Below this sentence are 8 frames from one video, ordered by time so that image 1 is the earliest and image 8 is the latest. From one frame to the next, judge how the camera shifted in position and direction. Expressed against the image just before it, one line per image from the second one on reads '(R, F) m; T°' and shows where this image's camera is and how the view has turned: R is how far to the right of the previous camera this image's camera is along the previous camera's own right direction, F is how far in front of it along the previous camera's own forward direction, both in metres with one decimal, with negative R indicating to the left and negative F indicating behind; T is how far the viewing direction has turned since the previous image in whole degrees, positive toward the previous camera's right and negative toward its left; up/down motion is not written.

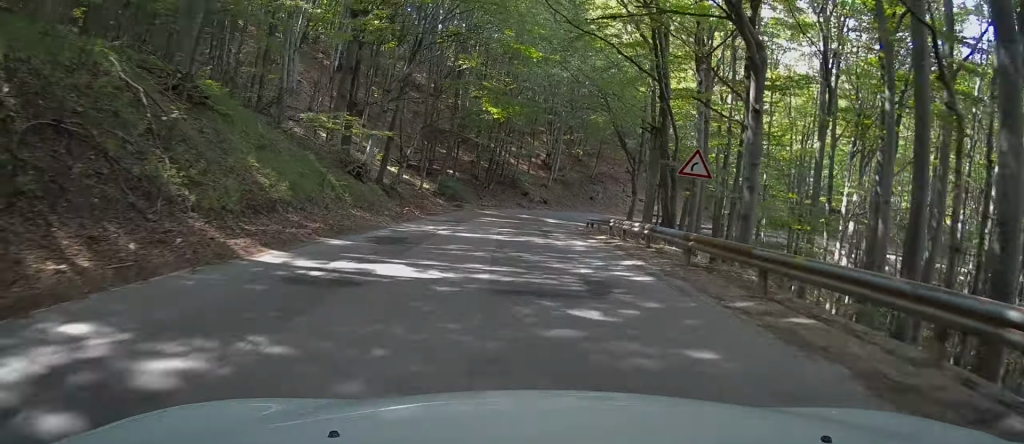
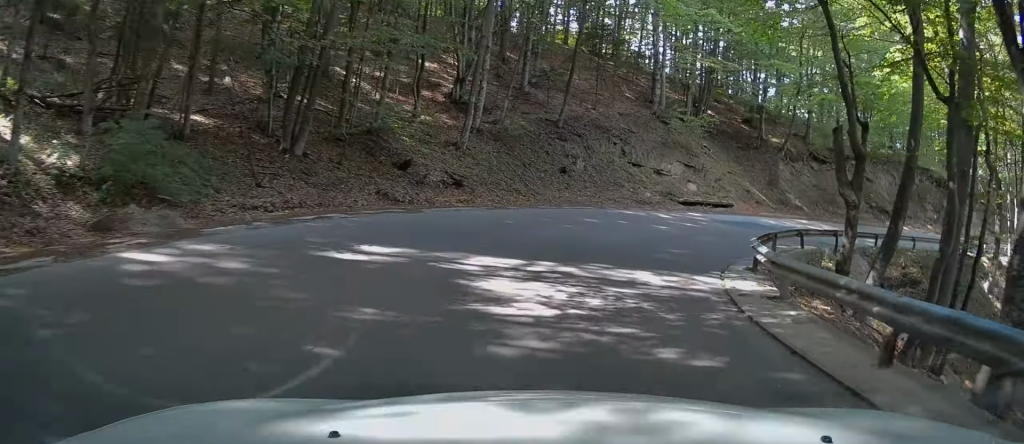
(+1.6, +36.6) m; +10°
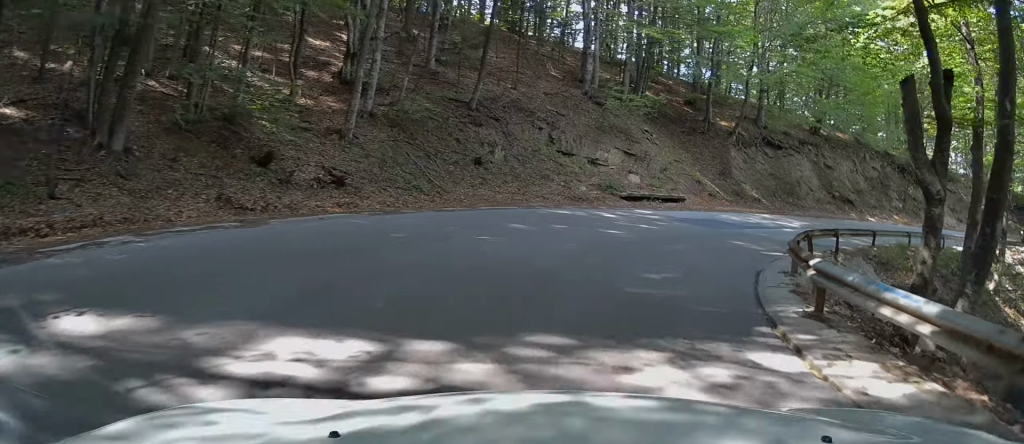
(0.0, +5.7) m; +6°
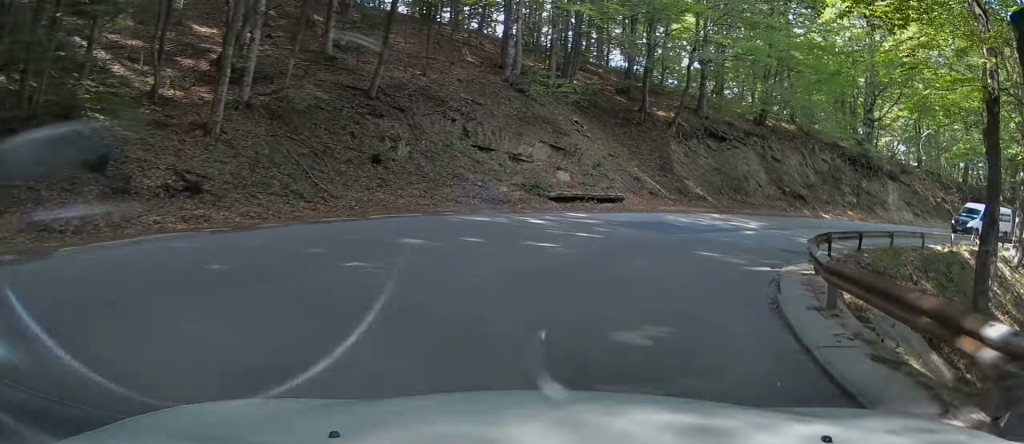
(+0.5, +3.9) m; +7°
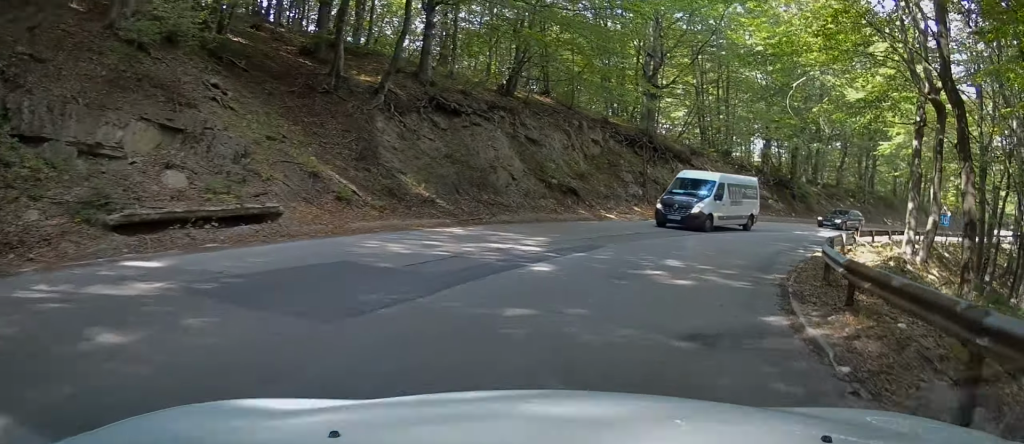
(+1.9, +10.6) m; +24°
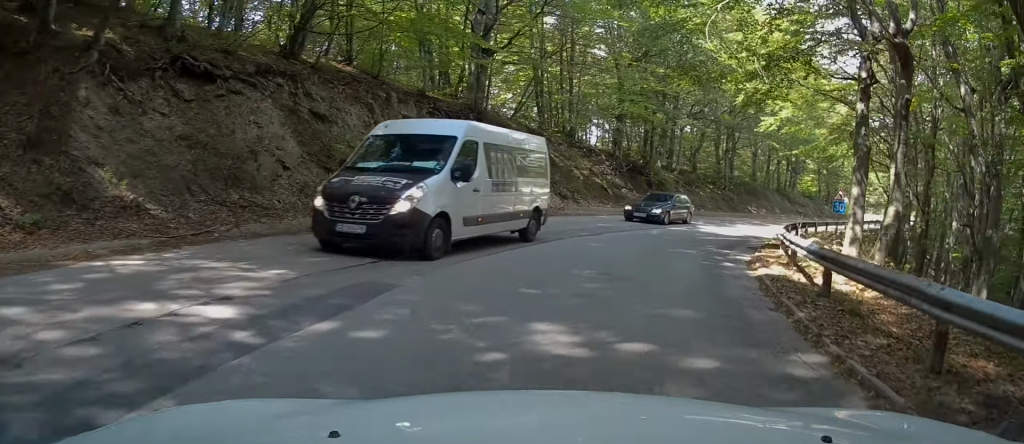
(+1.0, +6.2) m; +14°
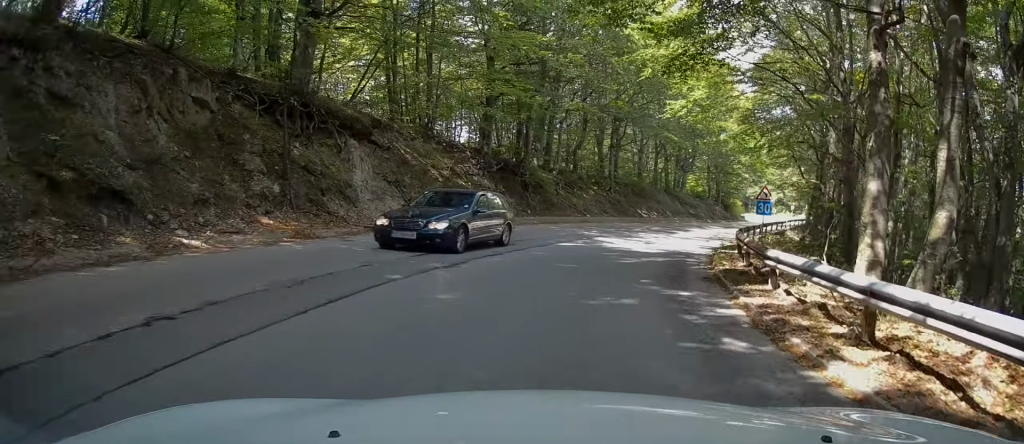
(+0.6, +5.9) m; +11°
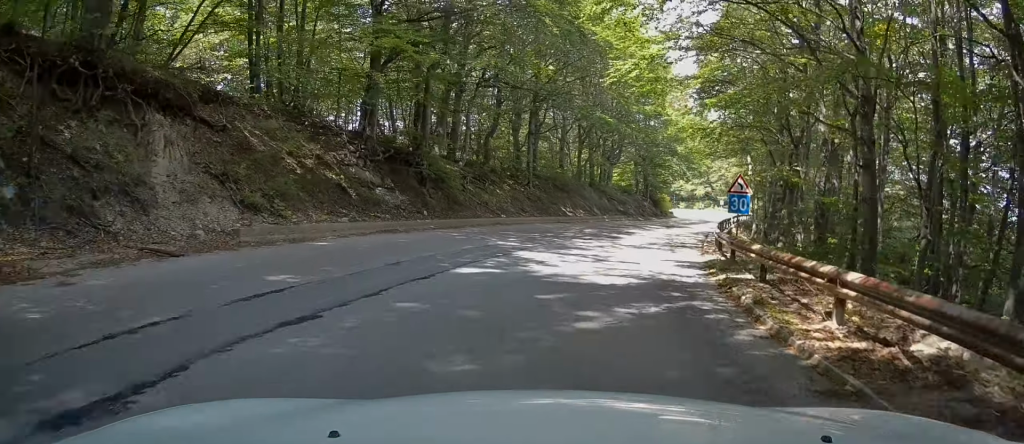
(+0.5, +6.3) m; +5°
